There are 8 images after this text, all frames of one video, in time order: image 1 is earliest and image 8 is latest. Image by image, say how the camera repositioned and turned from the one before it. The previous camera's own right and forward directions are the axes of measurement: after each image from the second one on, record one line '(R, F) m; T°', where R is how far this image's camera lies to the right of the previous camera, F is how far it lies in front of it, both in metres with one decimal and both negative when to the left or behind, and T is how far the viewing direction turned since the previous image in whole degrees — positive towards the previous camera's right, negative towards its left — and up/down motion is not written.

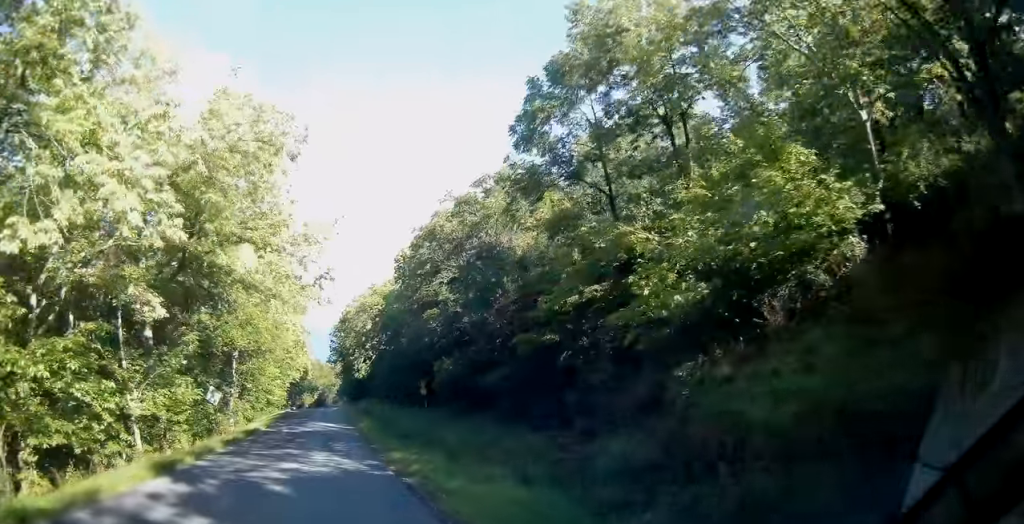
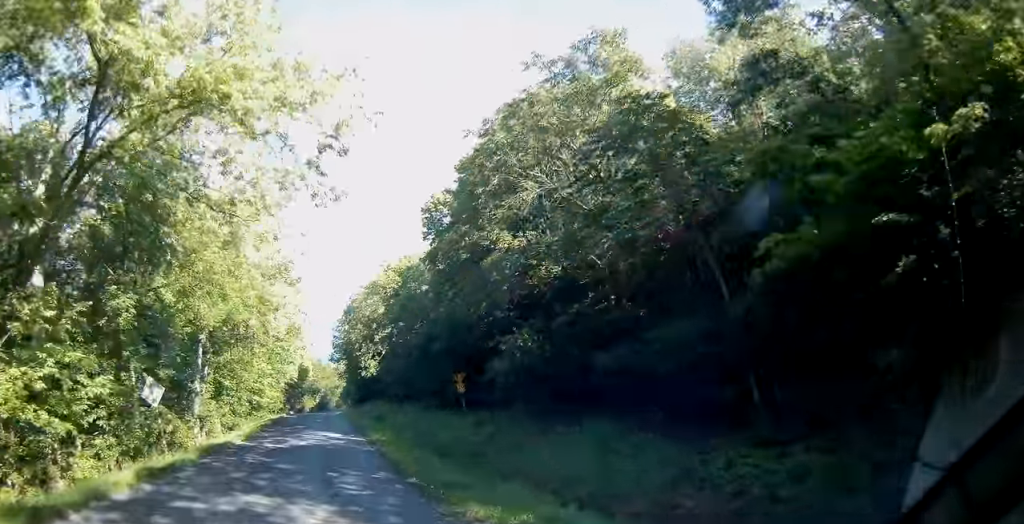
(-0.4, +11.6) m; 0°
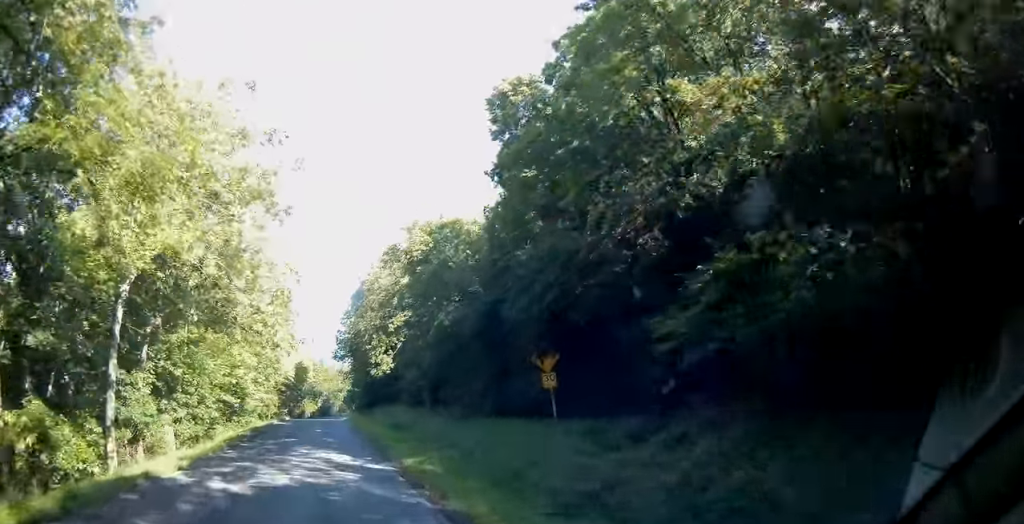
(+0.4, +12.6) m; +1°
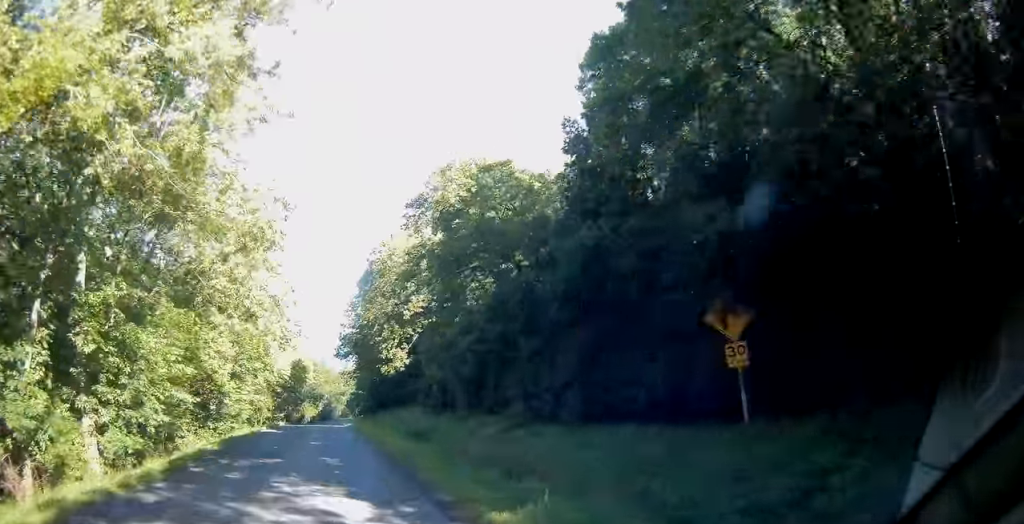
(0.0, +9.5) m; -1°
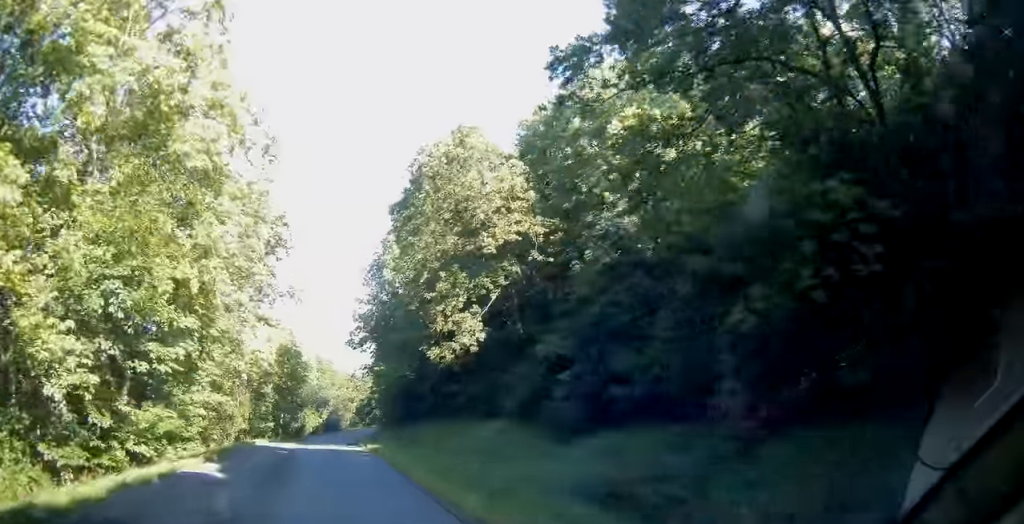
(-0.4, +20.8) m; -2°
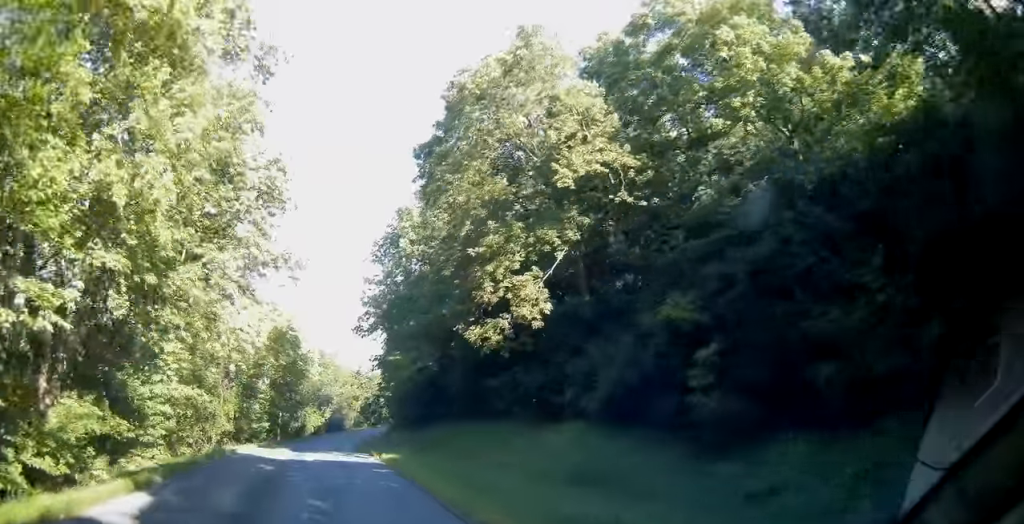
(0.0, +7.4) m; 0°
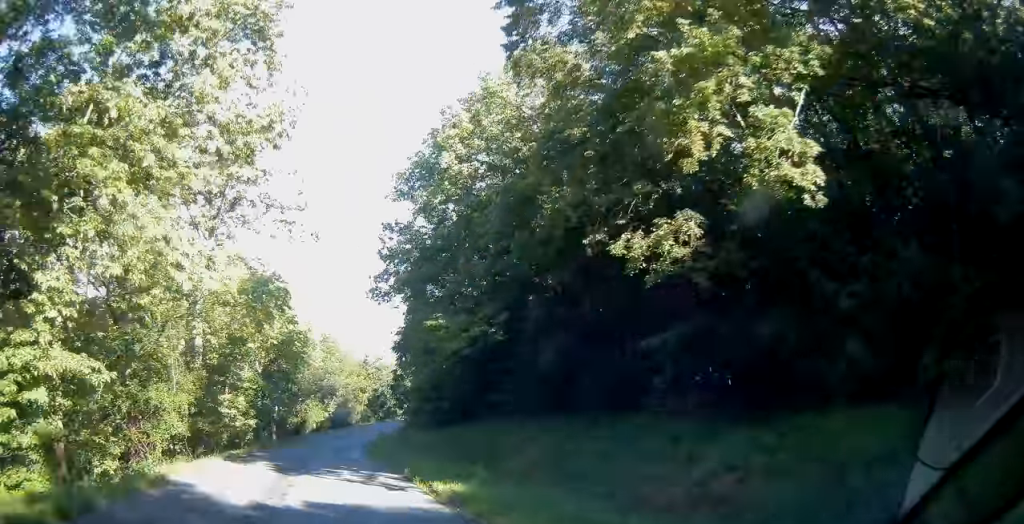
(0.0, +11.9) m; 0°
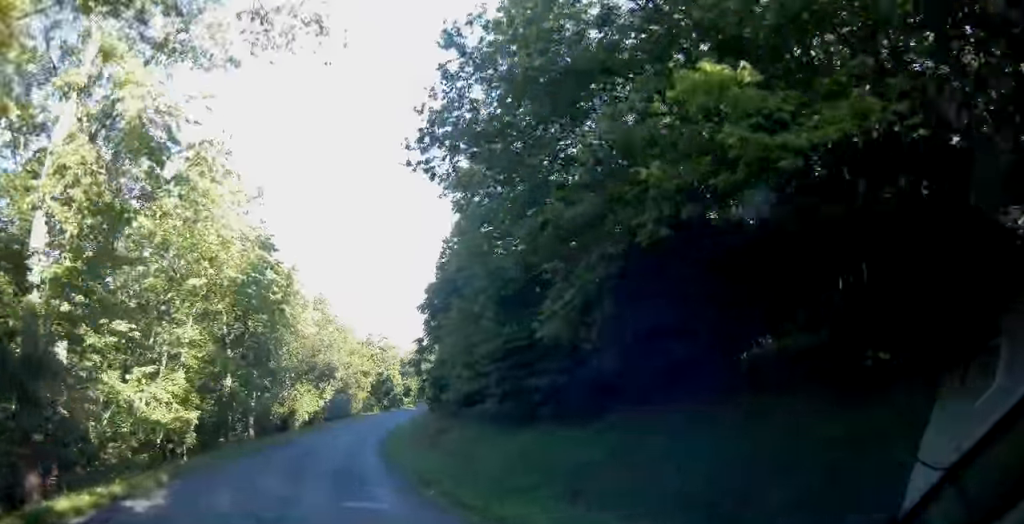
(0.0, +17.7) m; -1°
